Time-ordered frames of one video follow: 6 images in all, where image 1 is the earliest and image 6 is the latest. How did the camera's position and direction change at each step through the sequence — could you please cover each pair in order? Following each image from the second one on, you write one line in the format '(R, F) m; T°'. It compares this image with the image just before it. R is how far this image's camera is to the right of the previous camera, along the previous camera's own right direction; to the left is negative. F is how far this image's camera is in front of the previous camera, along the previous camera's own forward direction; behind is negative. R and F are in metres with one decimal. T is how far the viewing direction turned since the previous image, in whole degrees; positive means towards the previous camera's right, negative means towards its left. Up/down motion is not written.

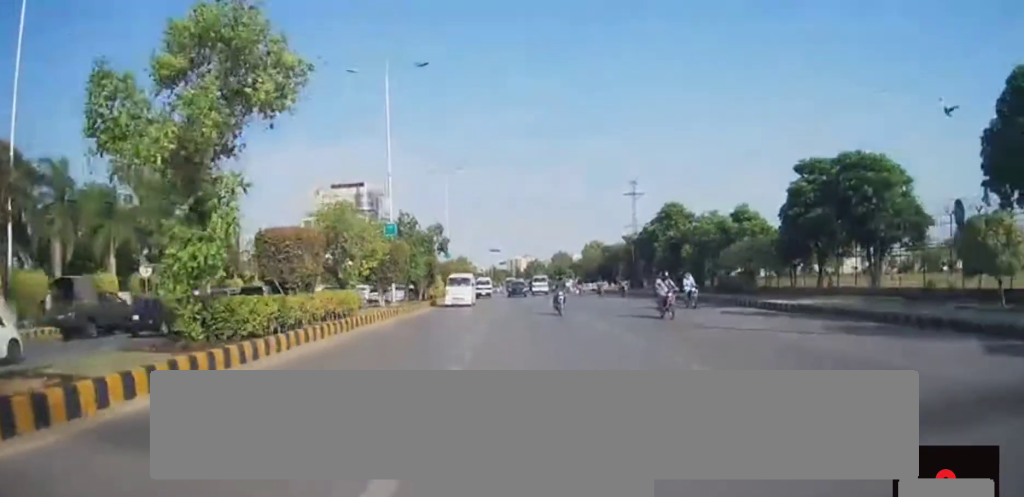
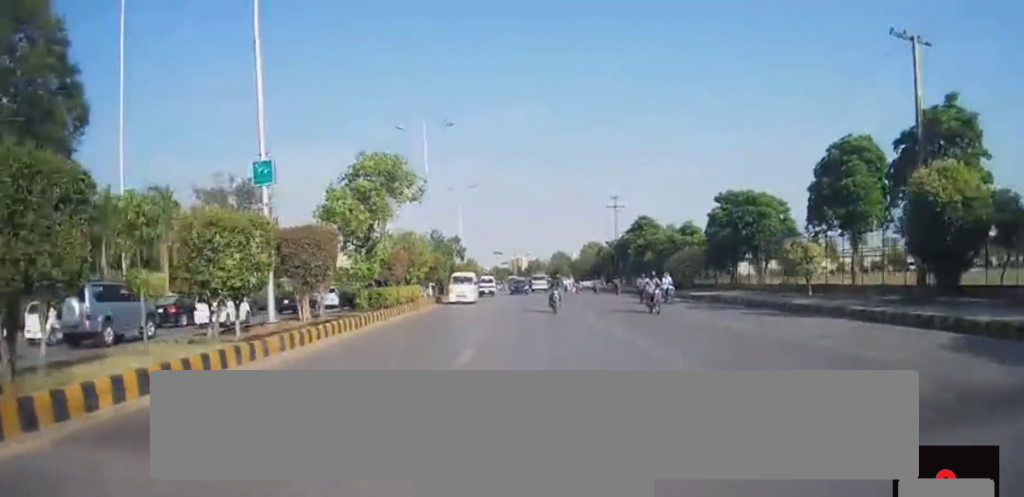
(-0.2, +14.4) m; -1°
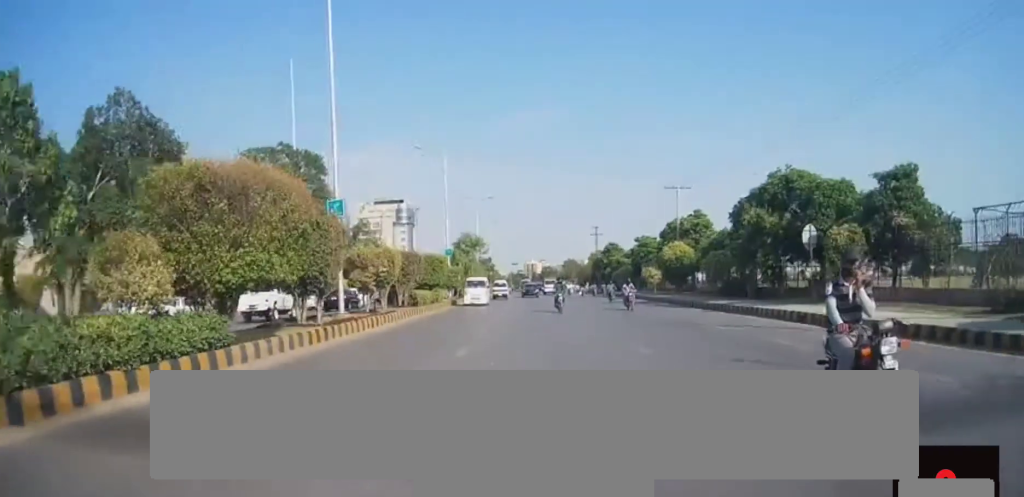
(+0.4, +37.6) m; 0°
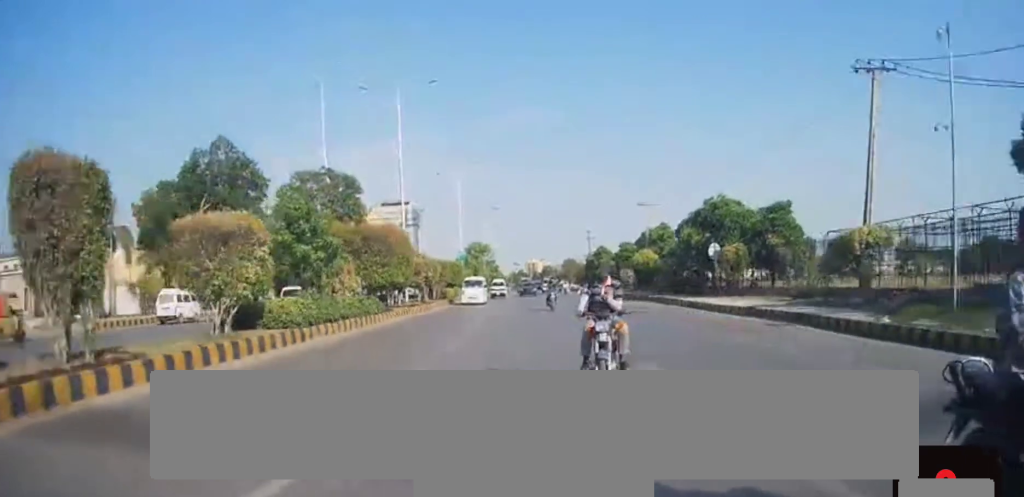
(-0.1, +13.1) m; -1°
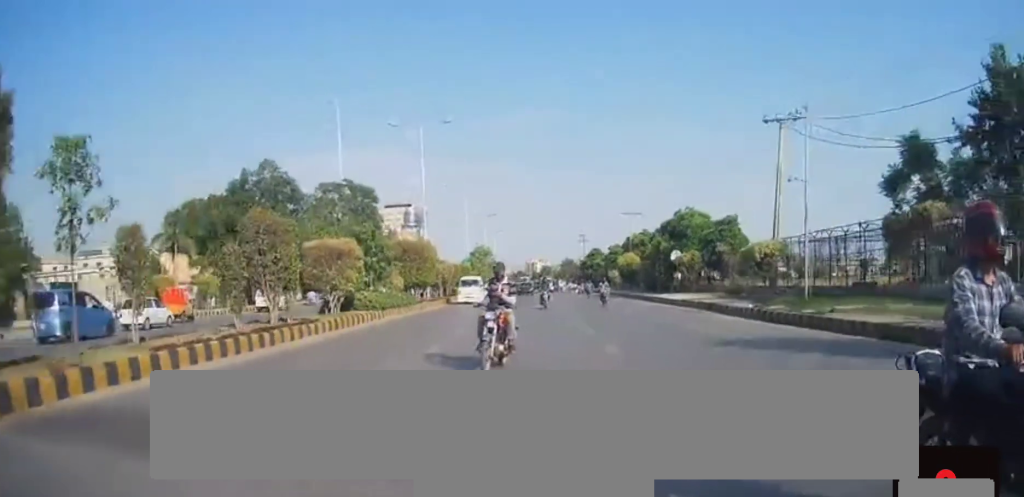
(0.0, +9.3) m; 0°
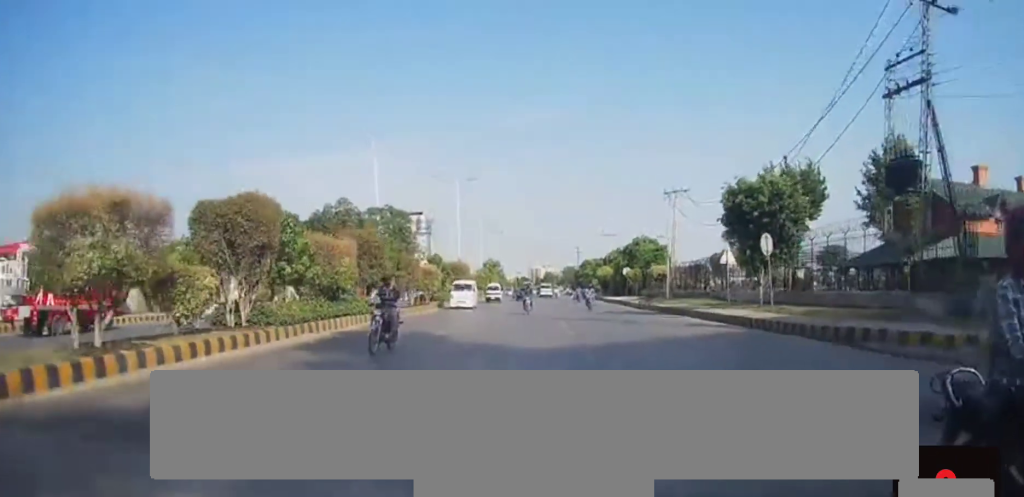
(-0.1, +23.0) m; 0°
